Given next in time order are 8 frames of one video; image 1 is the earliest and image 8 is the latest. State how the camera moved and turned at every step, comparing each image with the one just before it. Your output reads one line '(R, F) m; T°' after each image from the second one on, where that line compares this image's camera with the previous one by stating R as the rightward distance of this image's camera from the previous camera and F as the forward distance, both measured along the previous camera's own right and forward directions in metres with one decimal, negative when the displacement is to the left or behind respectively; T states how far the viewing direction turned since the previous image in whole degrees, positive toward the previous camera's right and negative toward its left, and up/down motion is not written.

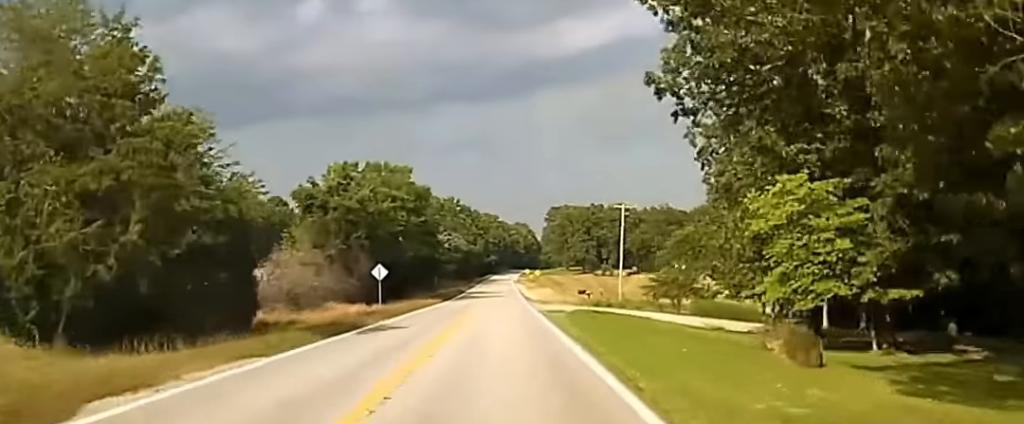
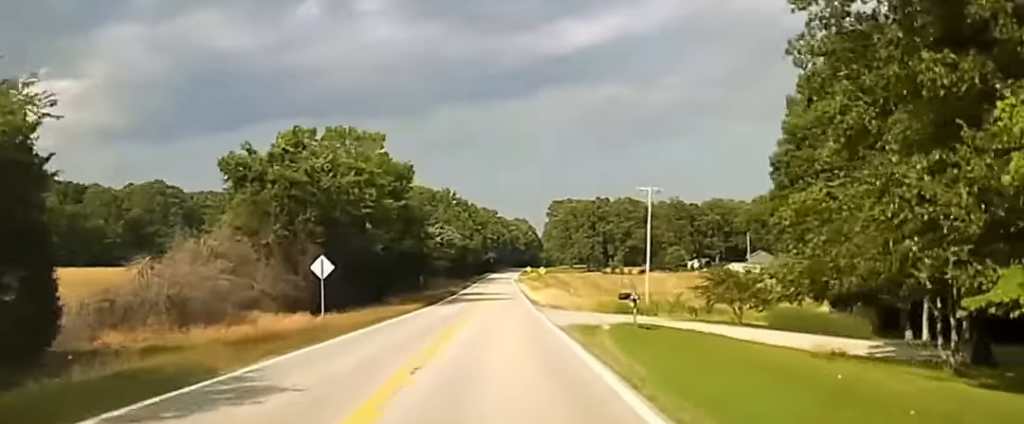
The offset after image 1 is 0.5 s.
(0.0, +21.1) m; 0°
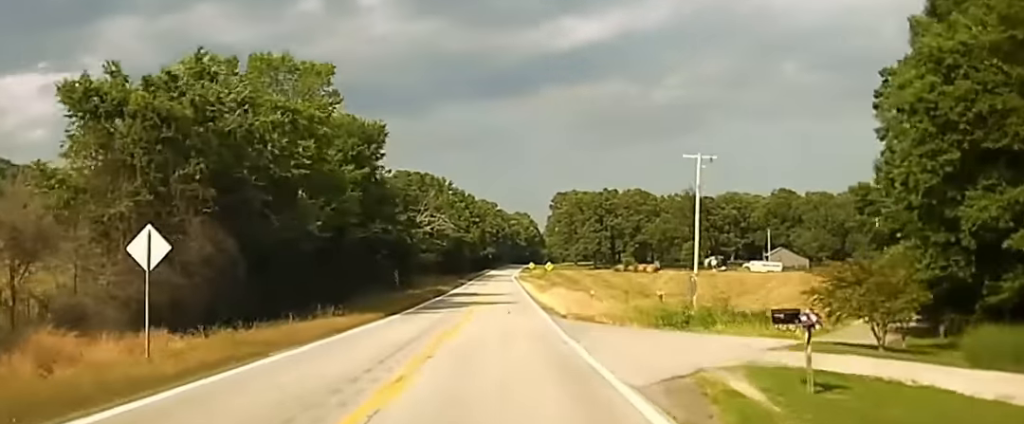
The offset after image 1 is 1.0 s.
(0.0, +20.5) m; 0°
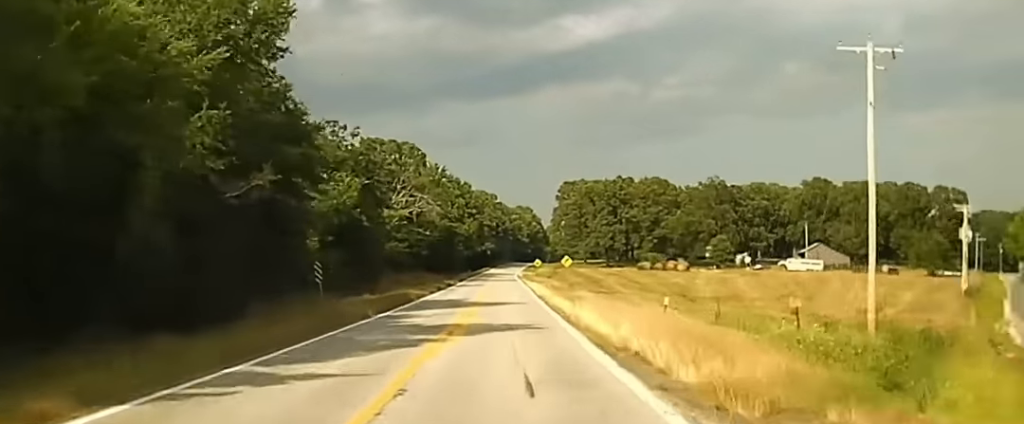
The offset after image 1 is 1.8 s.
(+0.3, +33.5) m; 0°
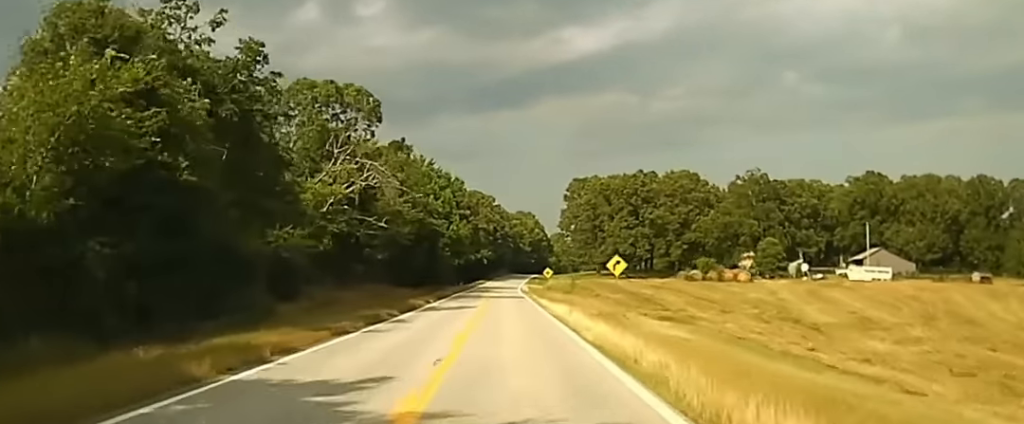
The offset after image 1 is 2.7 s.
(-0.5, +39.8) m; 0°
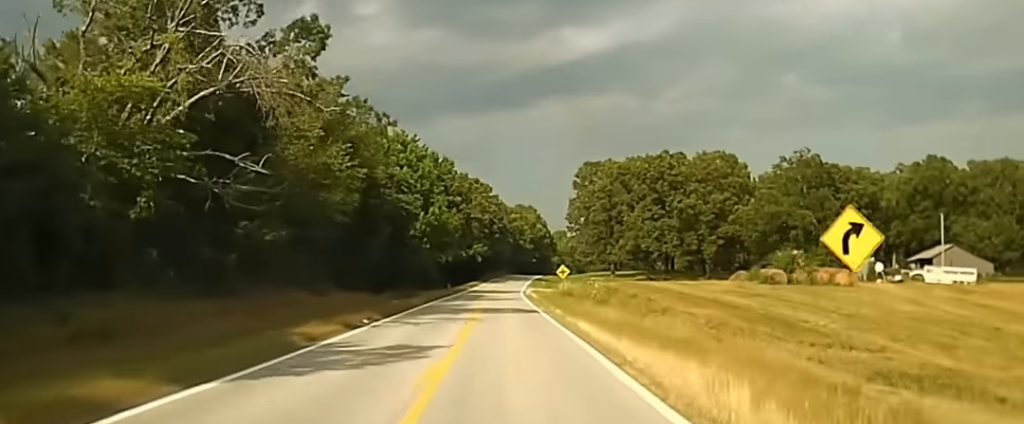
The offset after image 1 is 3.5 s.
(+0.3, +37.2) m; 0°
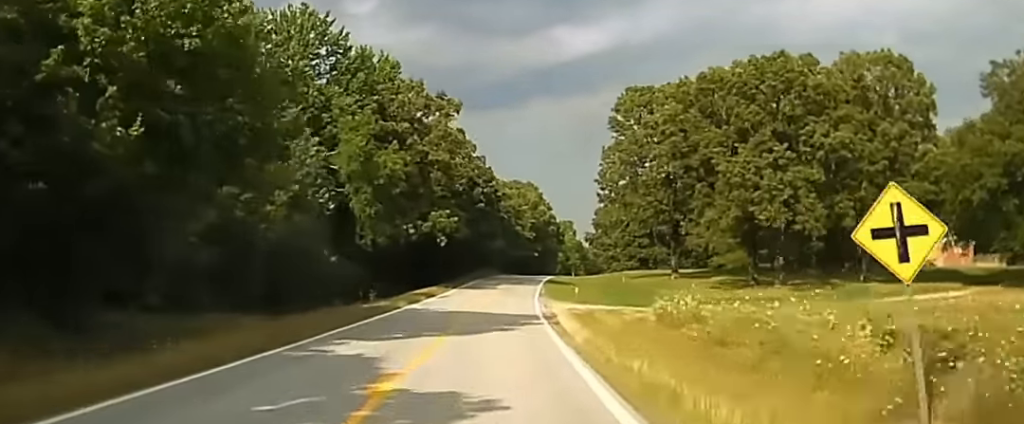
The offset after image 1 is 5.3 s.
(-0.3, +79.4) m; 0°
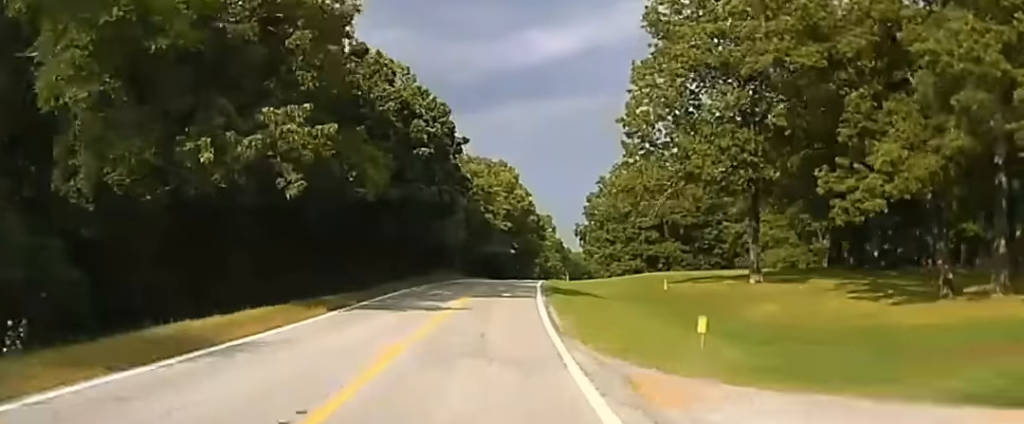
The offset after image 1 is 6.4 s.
(+0.5, +51.7) m; +2°
